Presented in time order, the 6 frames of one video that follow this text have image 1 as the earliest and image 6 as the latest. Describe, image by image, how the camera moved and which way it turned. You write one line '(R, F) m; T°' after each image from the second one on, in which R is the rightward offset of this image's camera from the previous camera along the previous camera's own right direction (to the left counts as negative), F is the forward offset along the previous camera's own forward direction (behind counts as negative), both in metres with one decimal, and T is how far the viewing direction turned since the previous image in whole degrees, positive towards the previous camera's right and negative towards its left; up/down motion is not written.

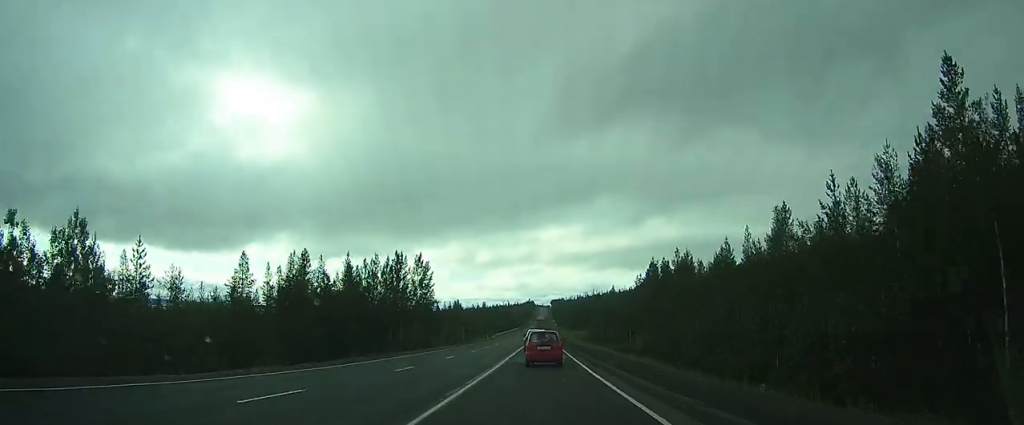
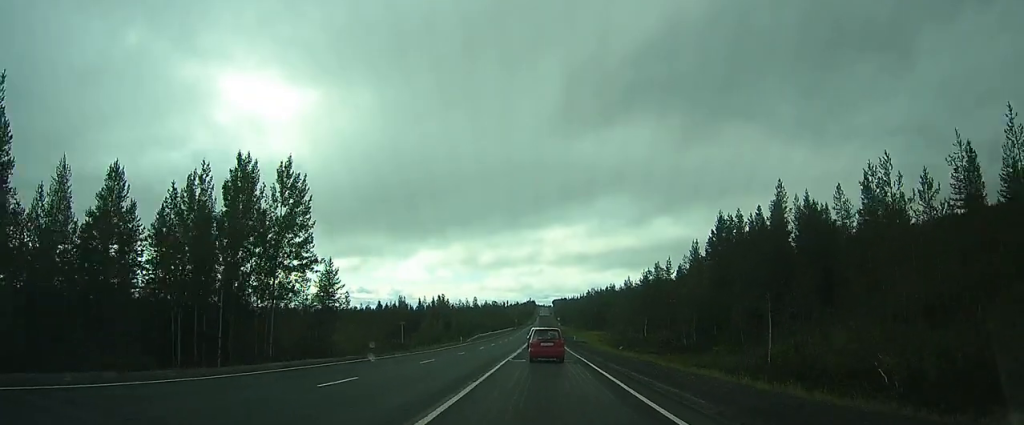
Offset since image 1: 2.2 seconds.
(-0.5, +43.1) m; -1°
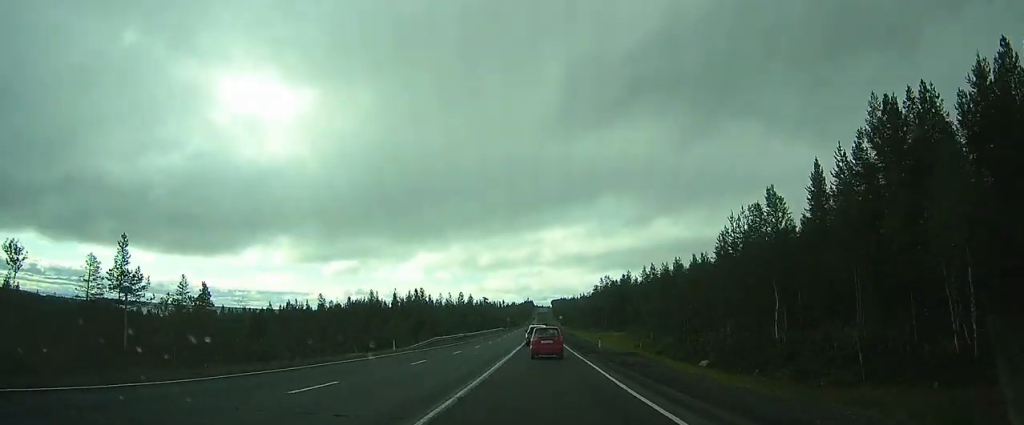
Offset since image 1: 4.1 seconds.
(0.0, +36.7) m; 0°
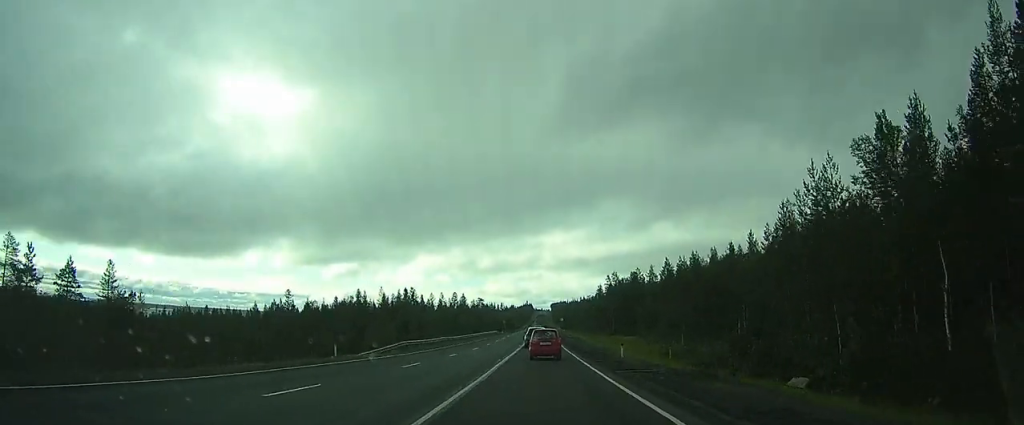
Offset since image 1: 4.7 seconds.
(0.0, +13.0) m; 0°
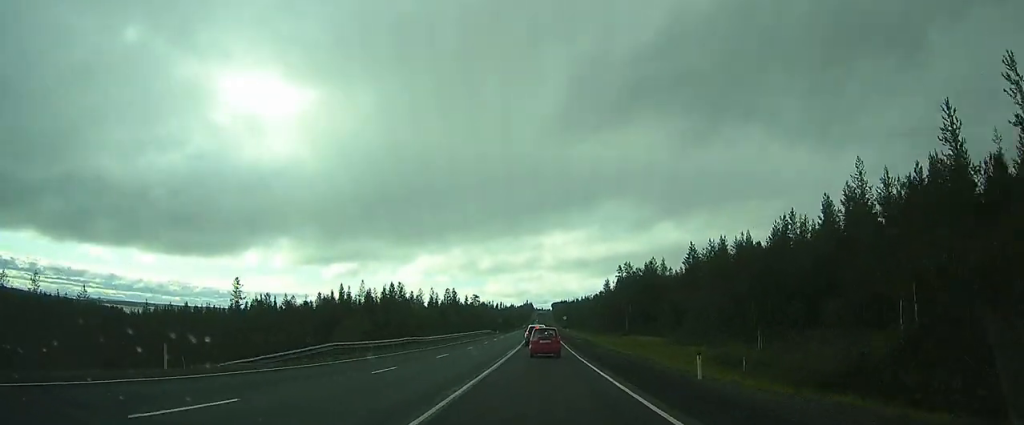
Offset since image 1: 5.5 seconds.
(0.0, +15.7) m; 0°
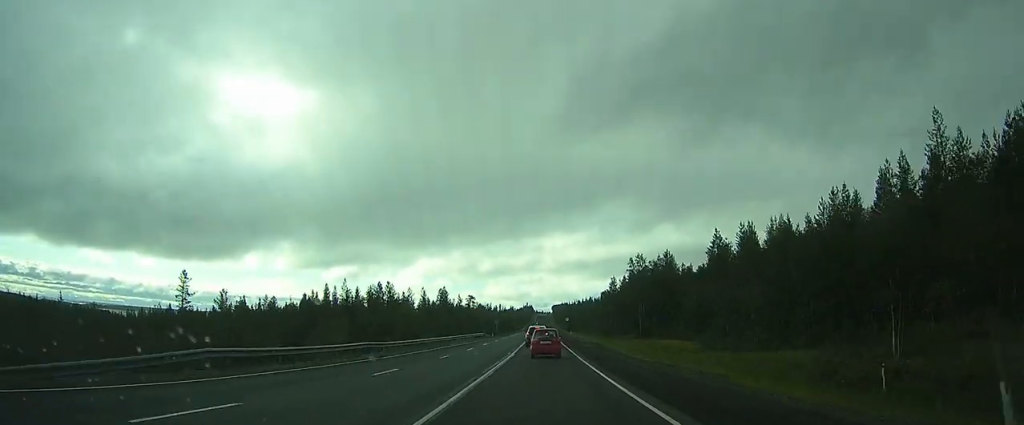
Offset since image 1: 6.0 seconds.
(0.0, +11.6) m; 0°
